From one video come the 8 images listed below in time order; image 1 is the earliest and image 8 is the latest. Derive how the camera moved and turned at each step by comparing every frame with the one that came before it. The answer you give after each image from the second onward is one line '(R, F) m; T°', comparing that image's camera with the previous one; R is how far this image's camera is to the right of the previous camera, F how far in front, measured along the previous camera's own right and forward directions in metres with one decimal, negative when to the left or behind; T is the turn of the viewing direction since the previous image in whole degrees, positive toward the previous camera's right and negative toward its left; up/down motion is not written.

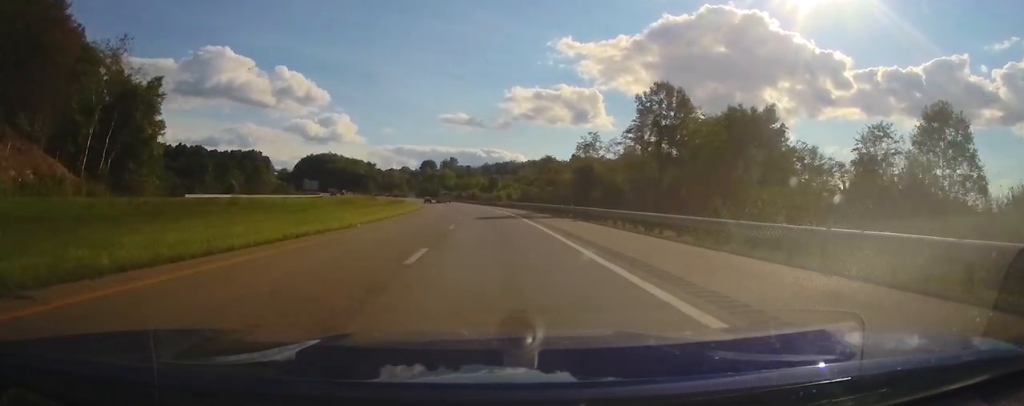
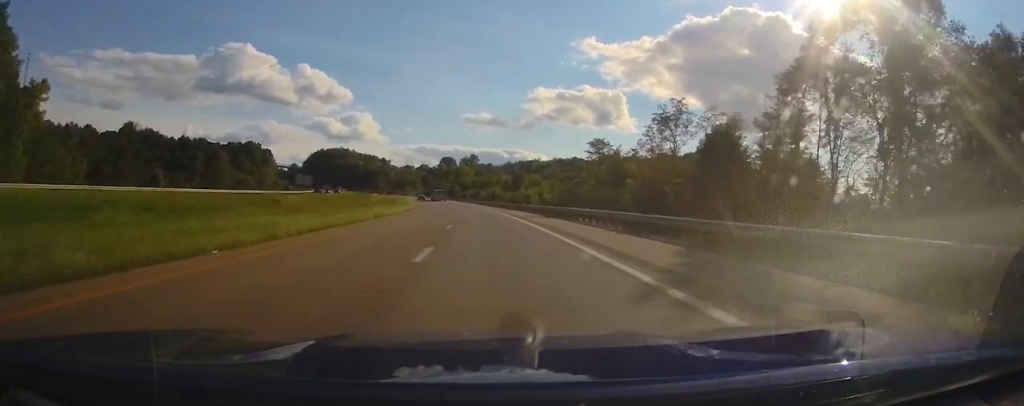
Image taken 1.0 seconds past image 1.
(-2.0, +36.3) m; -3°
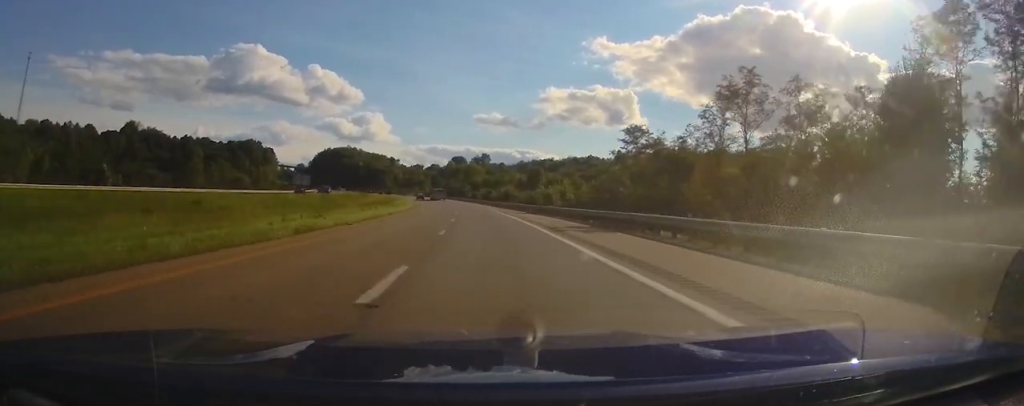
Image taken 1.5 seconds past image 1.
(0.0, +16.1) m; -1°
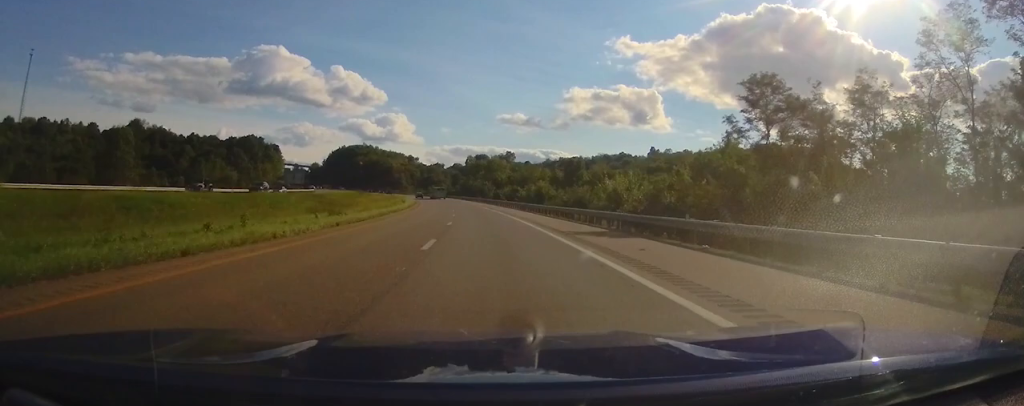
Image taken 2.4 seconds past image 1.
(-0.5, +29.8) m; -3°
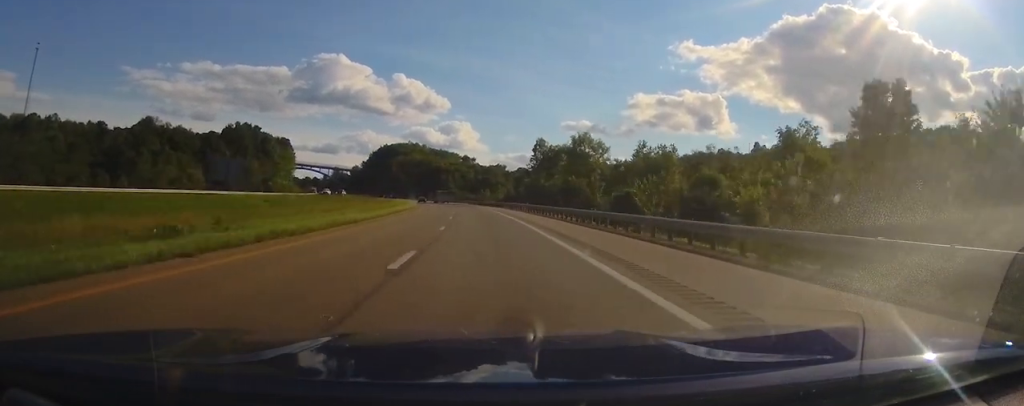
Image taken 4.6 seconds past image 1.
(-4.4, +77.1) m; -6°
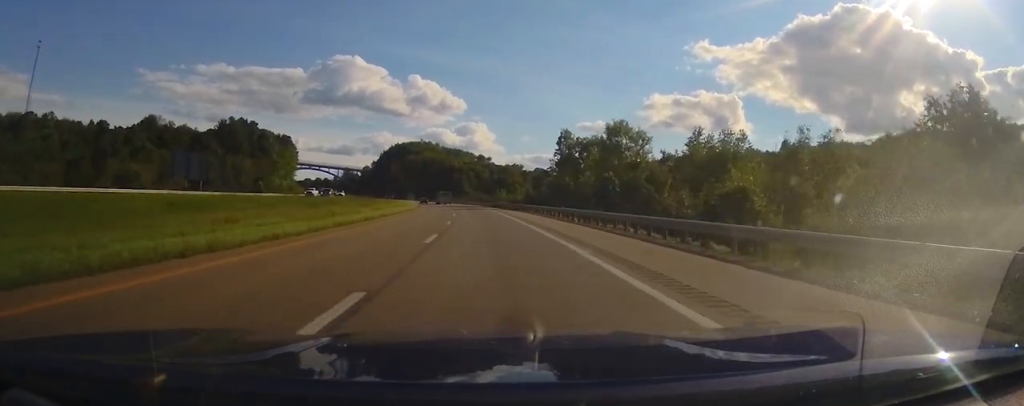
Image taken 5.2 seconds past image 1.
(-0.1, +18.2) m; -2°
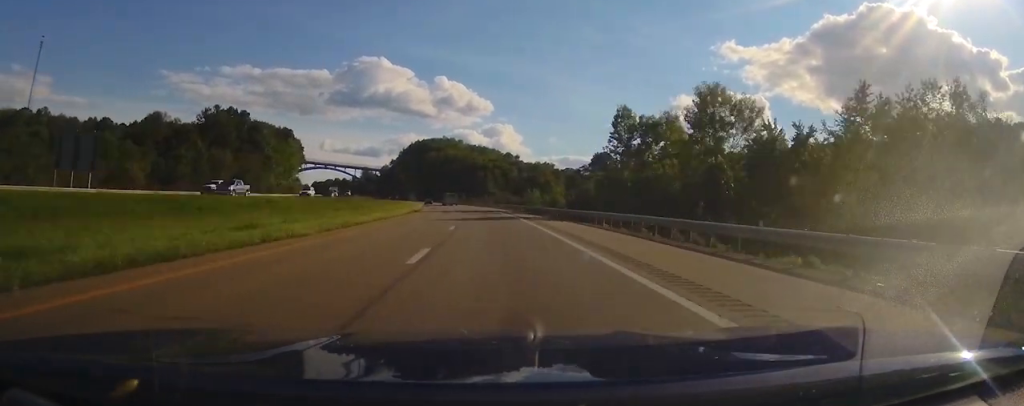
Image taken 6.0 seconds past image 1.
(-0.7, +29.6) m; -3°
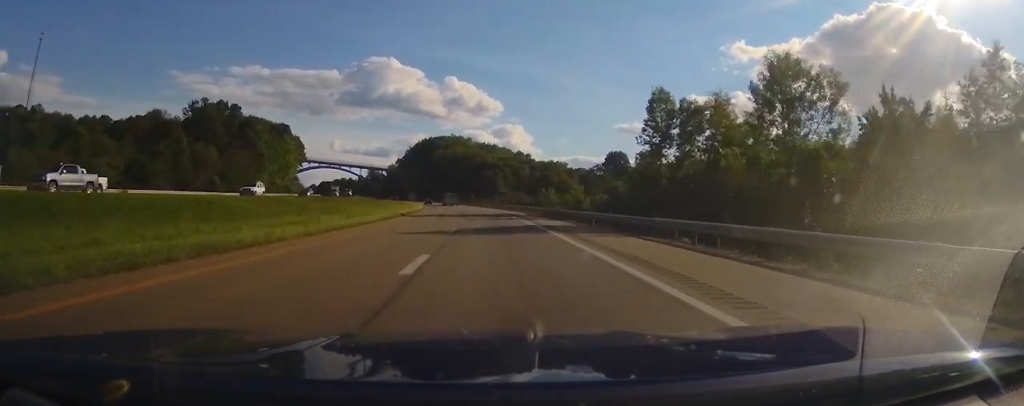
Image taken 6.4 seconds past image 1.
(-0.4, +13.7) m; -1°
